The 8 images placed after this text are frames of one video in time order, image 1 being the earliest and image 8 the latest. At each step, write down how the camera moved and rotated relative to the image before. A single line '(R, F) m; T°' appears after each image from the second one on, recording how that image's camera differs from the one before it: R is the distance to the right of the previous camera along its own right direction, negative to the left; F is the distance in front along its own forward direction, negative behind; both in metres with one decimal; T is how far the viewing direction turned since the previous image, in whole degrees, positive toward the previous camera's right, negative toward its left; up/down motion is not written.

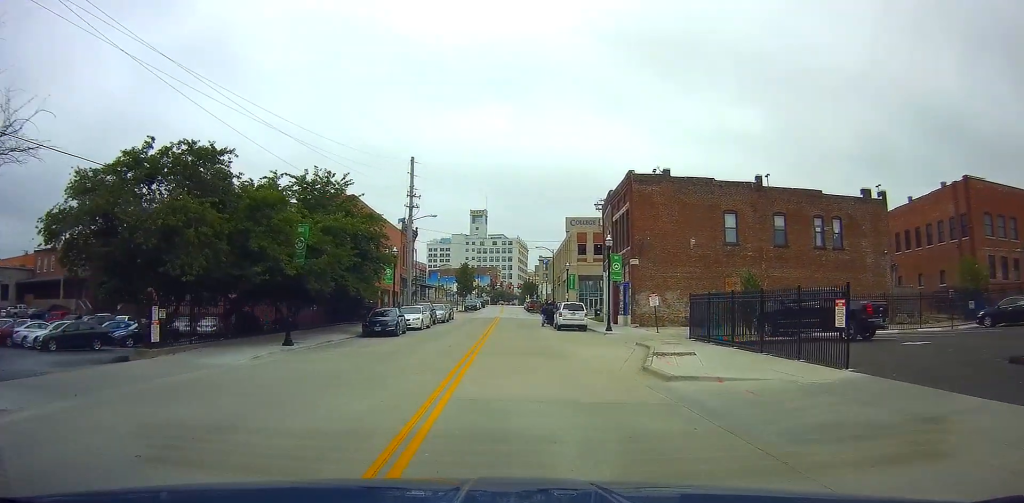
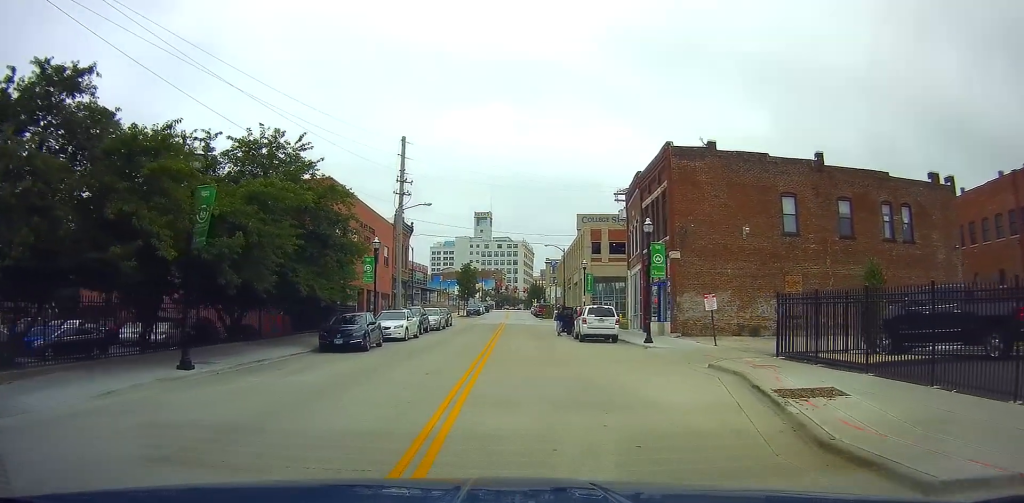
(+0.1, +7.5) m; +1°
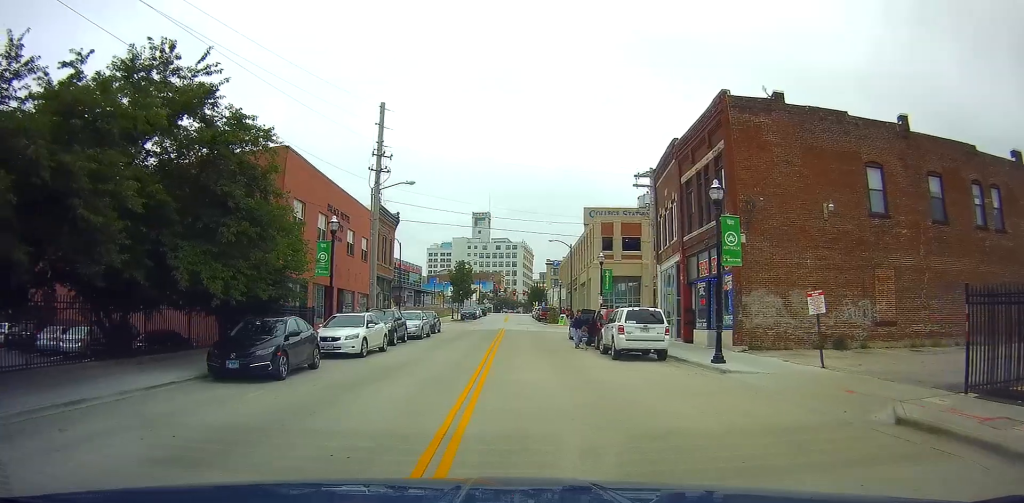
(0.0, +8.2) m; 0°
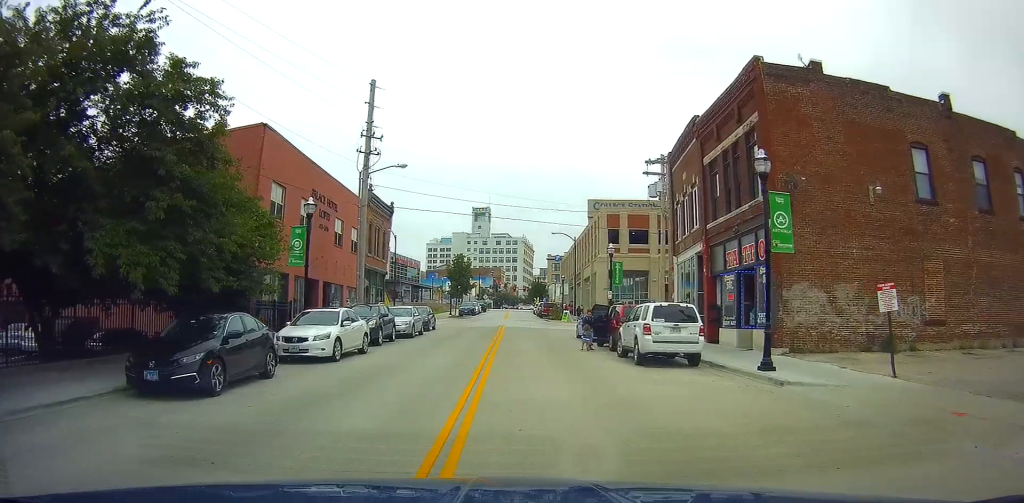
(0.0, +3.2) m; 0°
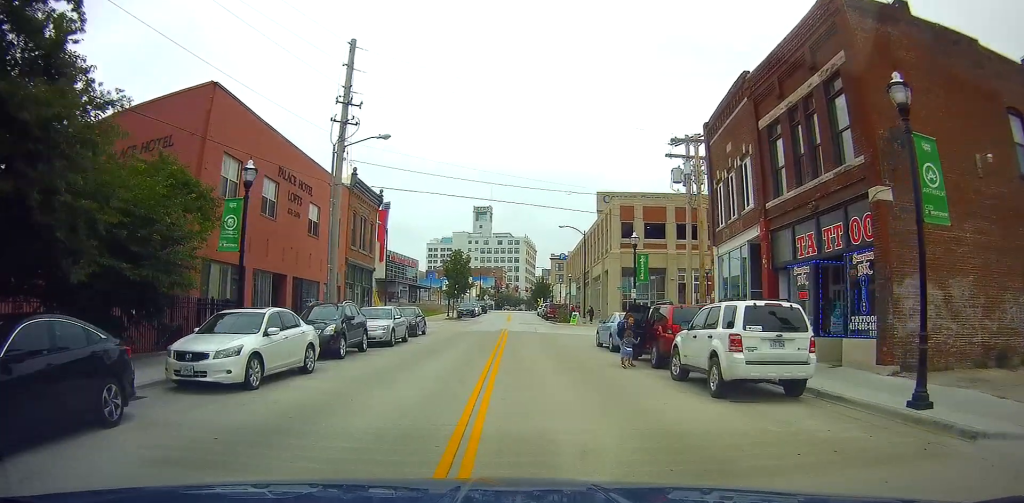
(0.0, +5.6) m; 0°
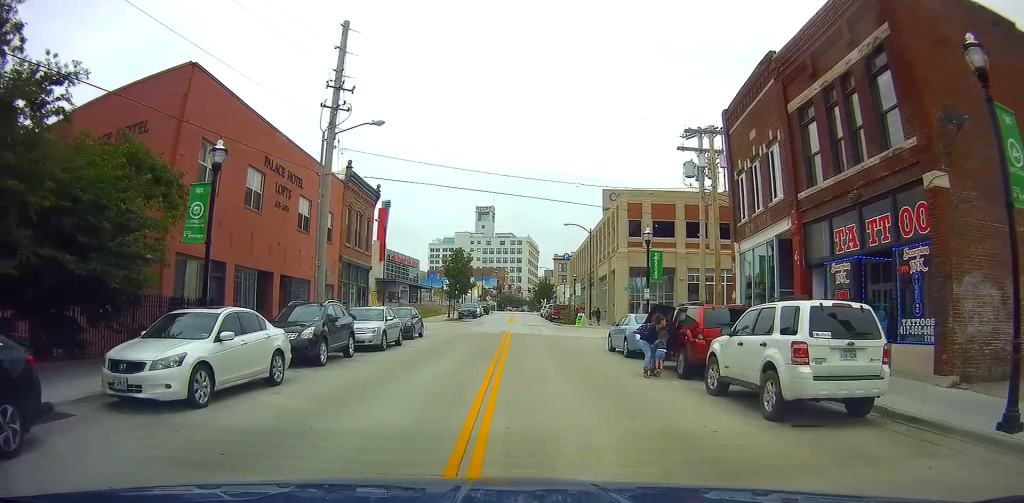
(+0.1, +2.1) m; 0°
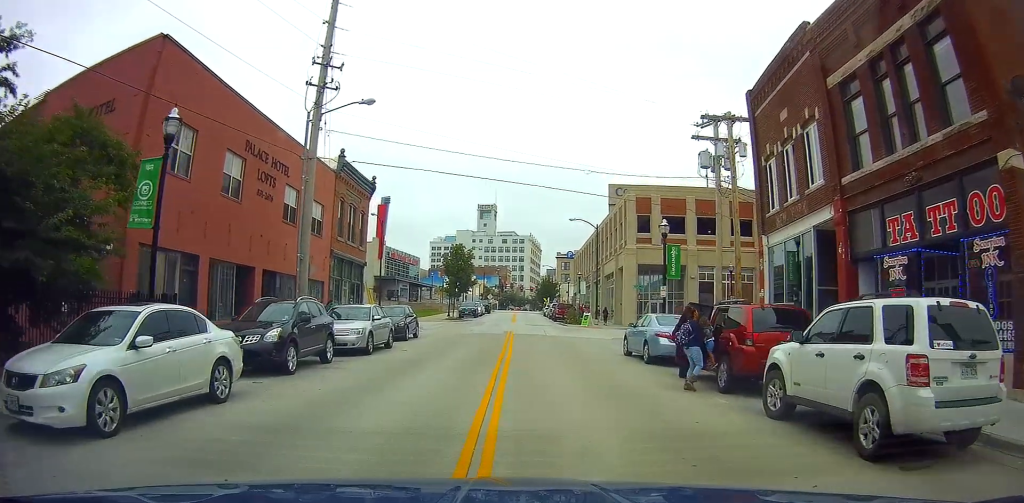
(-0.1, +2.4) m; 0°
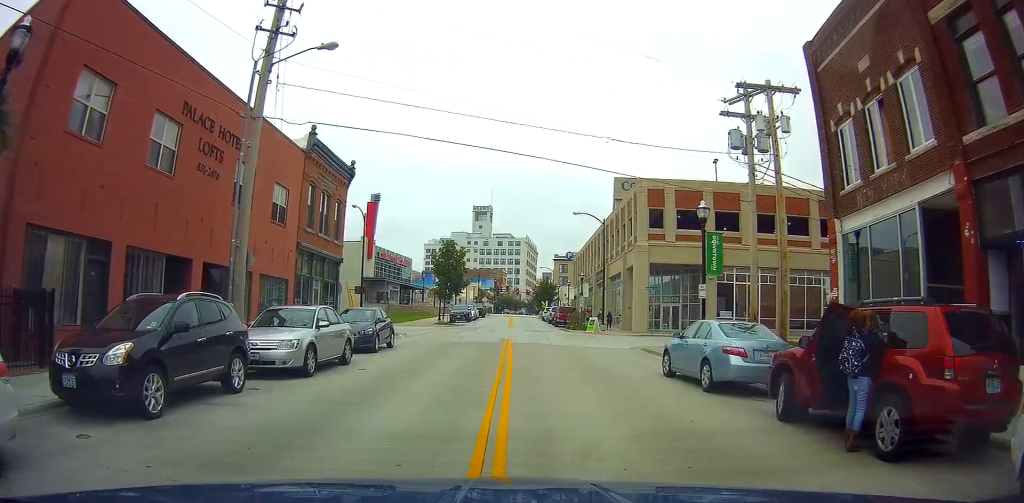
(0.0, +5.3) m; +2°
